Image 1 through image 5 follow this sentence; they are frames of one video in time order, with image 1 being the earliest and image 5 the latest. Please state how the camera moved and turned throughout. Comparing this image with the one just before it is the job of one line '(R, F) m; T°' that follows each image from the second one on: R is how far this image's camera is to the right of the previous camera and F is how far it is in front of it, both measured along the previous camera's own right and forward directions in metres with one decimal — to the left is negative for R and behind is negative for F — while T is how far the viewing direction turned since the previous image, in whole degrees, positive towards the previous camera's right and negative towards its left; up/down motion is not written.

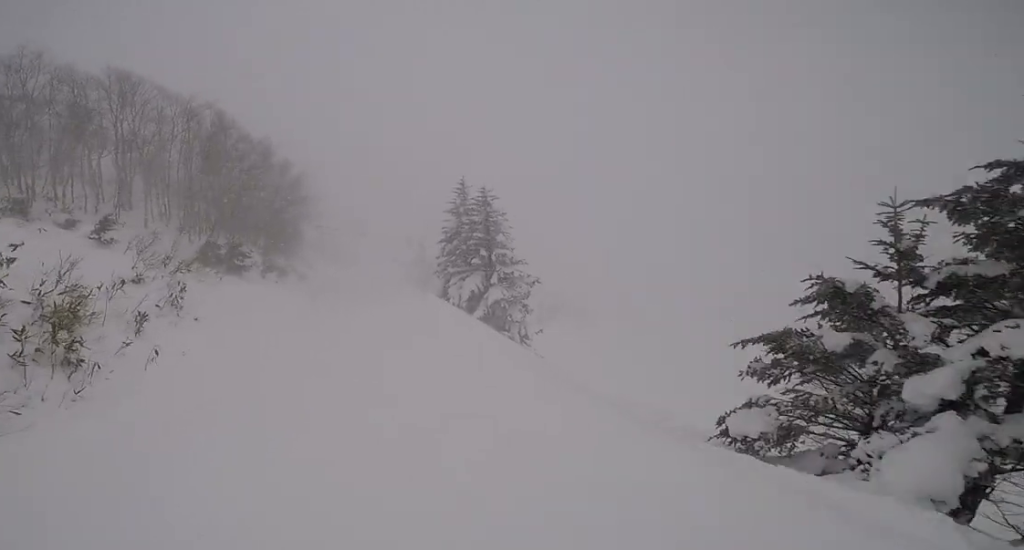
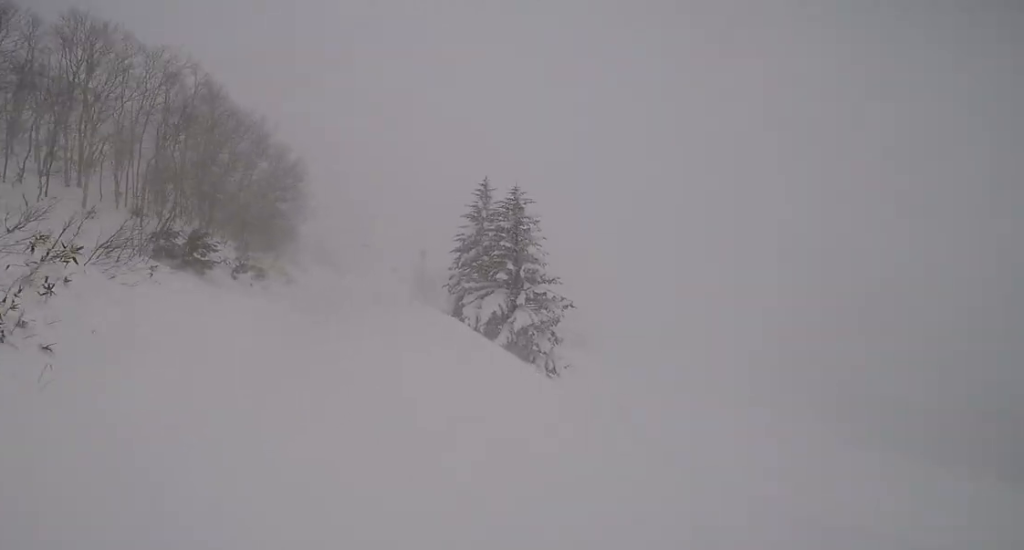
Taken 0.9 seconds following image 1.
(-0.1, +4.9) m; -1°
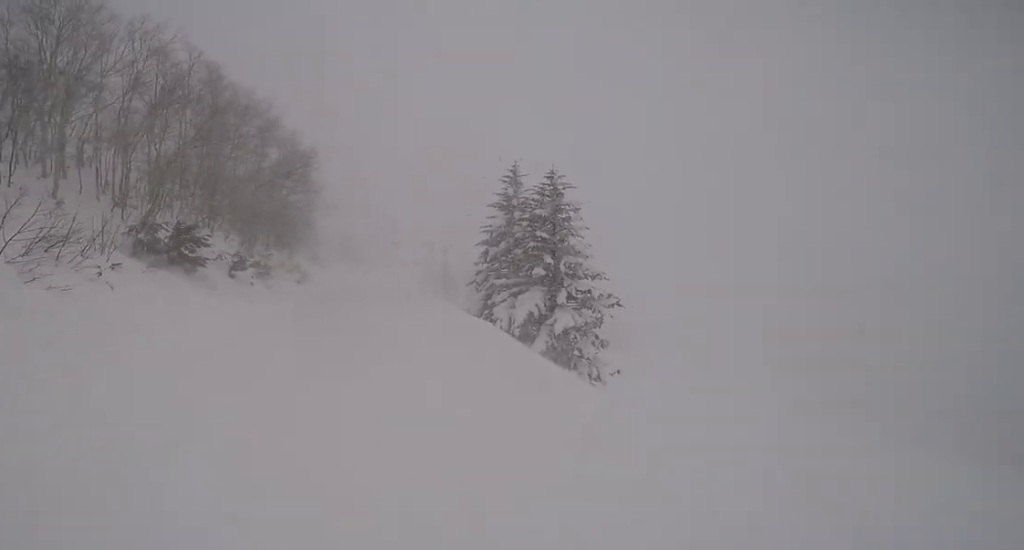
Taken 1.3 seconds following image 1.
(0.0, +2.5) m; +1°
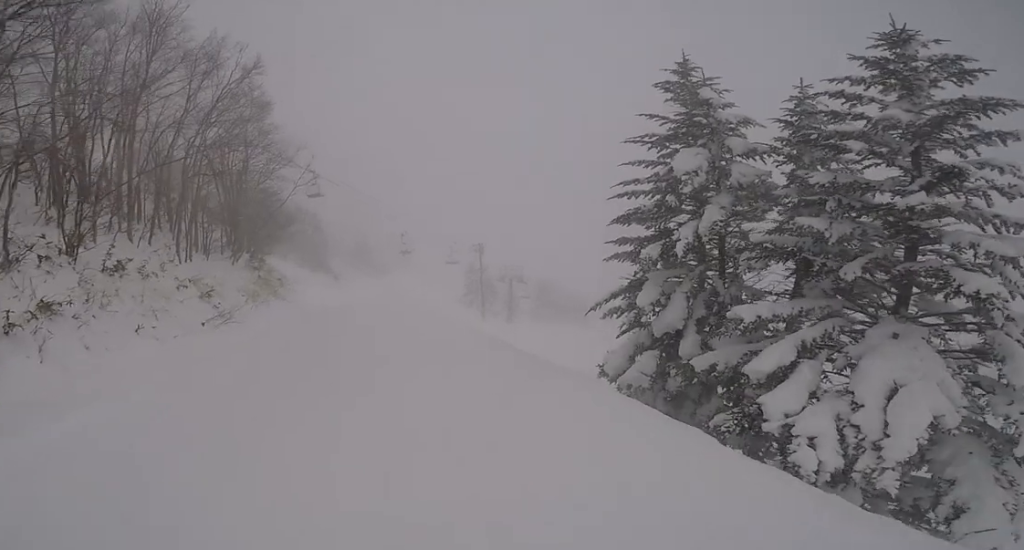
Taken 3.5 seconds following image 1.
(+1.9, +13.6) m; +10°
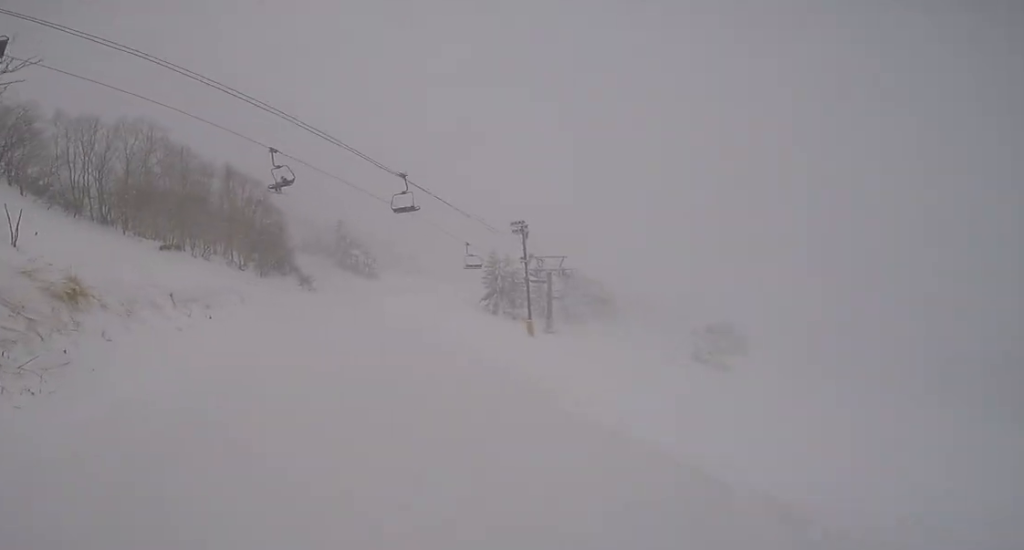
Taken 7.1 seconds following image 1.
(-5.1, +21.0) m; -11°
